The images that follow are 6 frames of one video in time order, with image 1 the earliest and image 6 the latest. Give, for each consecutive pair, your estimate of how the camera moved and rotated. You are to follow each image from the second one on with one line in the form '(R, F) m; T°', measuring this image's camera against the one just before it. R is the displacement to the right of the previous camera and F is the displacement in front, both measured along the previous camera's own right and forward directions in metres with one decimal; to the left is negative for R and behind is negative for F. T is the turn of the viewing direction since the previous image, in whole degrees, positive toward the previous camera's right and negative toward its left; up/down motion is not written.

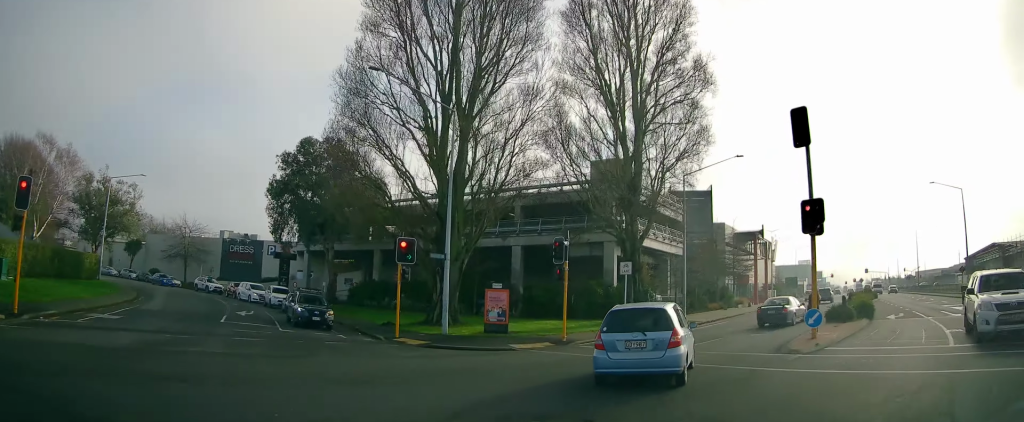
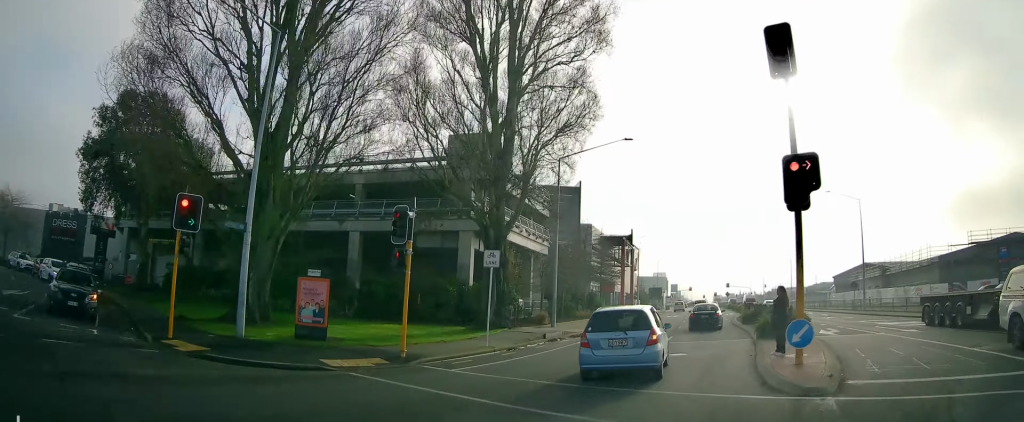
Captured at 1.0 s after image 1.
(+1.2, +7.6) m; +10°
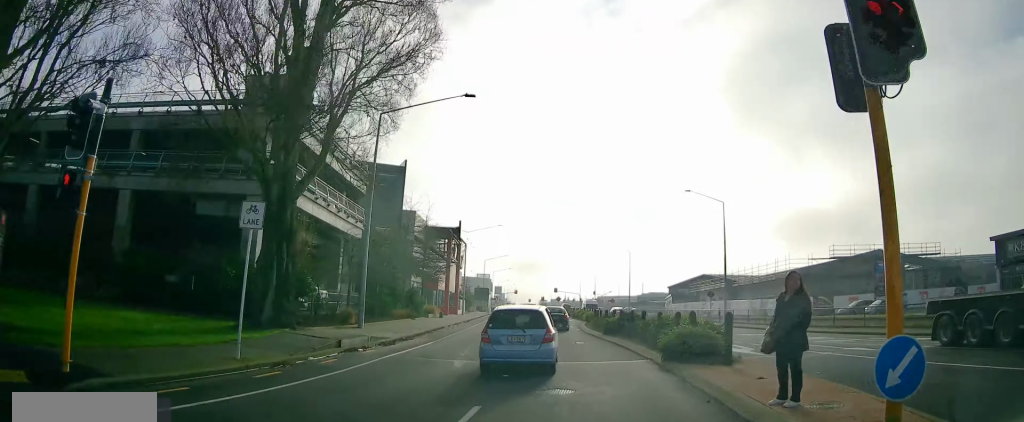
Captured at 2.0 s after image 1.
(+0.2, +8.2) m; +10°
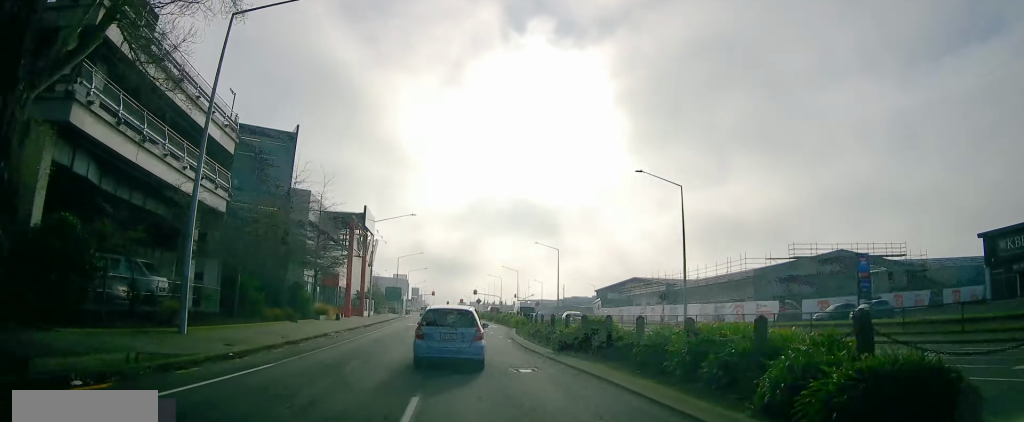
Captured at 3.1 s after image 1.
(+1.5, +10.1) m; +16°
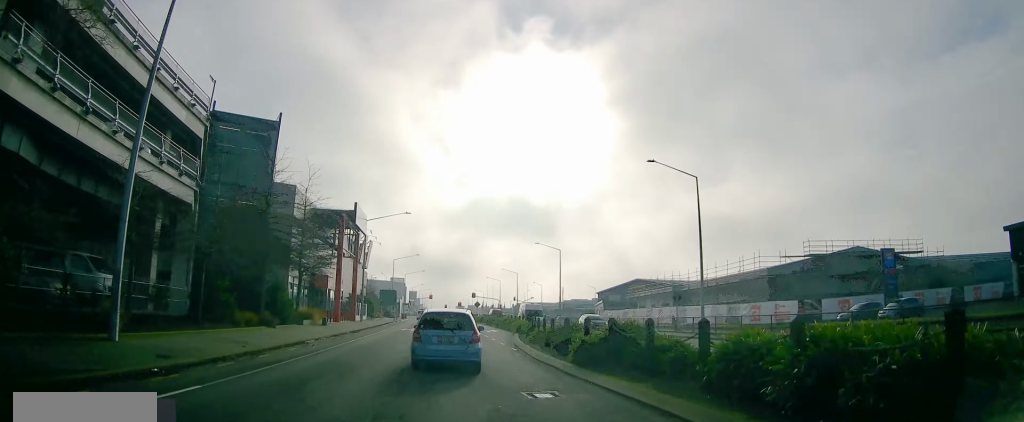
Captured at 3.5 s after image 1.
(+0.3, +3.9) m; 0°
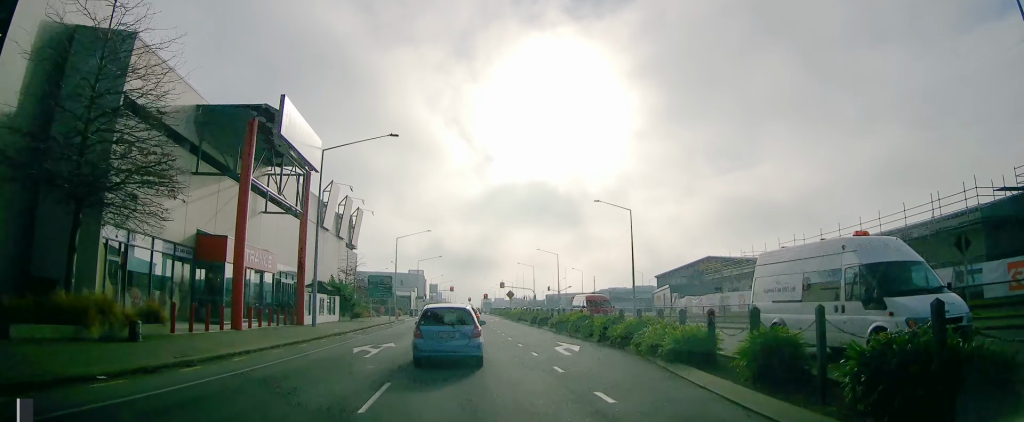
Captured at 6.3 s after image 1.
(-2.4, +26.7) m; -7°
